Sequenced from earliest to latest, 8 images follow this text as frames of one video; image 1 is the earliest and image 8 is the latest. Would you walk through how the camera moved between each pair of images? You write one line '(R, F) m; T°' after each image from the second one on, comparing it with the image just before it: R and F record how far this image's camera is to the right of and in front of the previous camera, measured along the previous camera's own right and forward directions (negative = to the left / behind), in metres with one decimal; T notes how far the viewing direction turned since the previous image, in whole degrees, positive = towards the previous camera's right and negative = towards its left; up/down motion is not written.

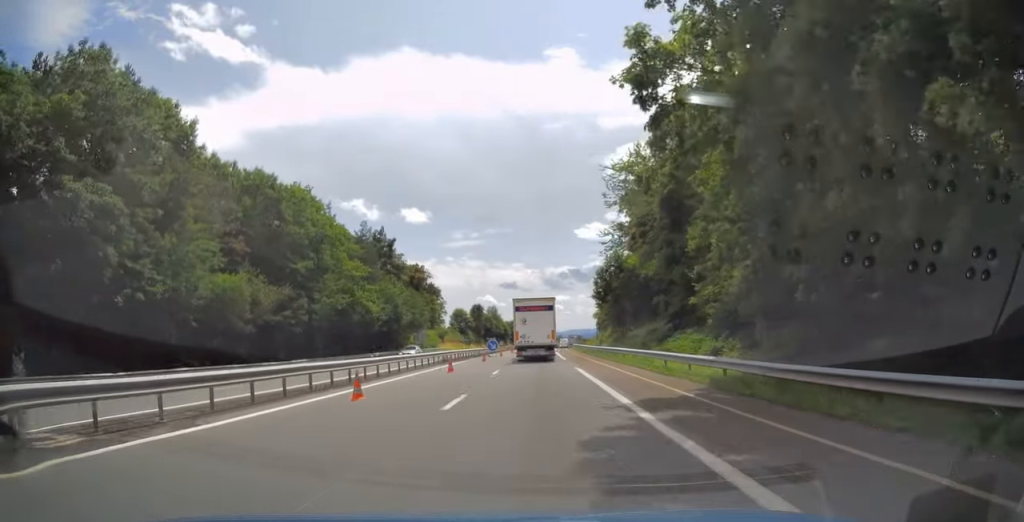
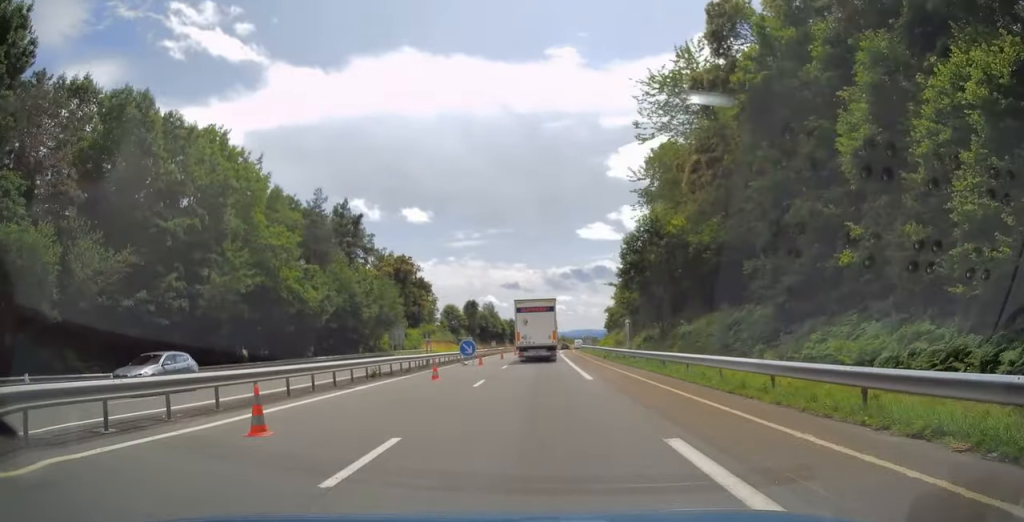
(0.0, +19.5) m; 0°
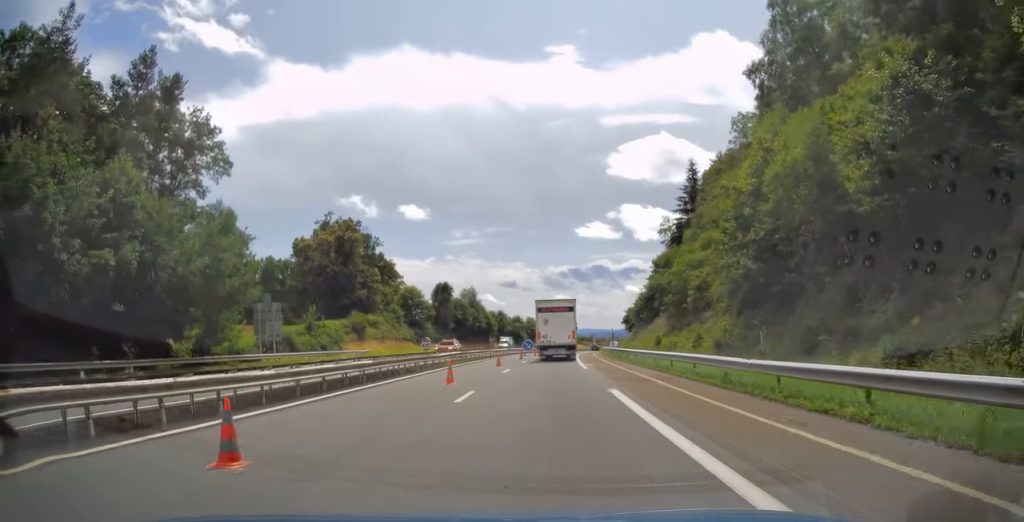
(0.0, +44.1) m; 0°
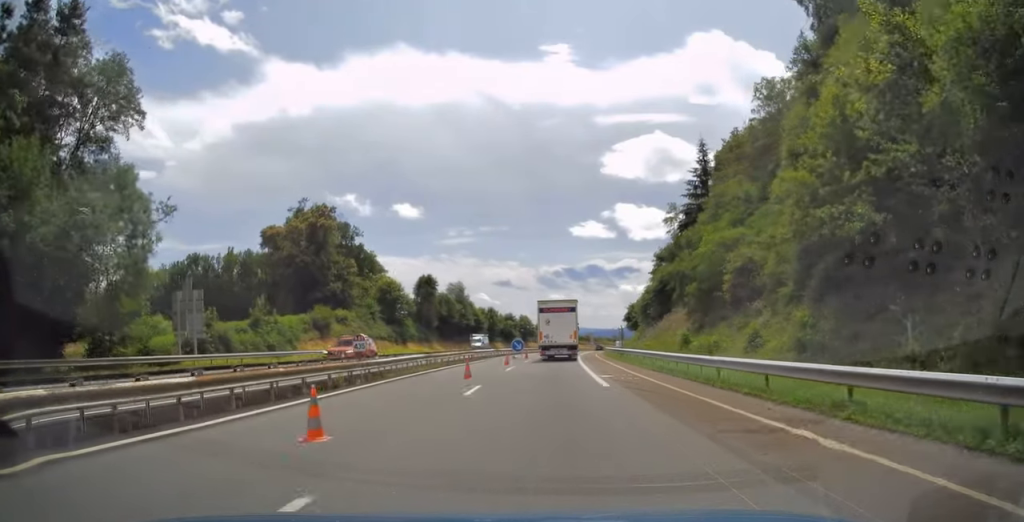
(+0.1, +11.4) m; 0°
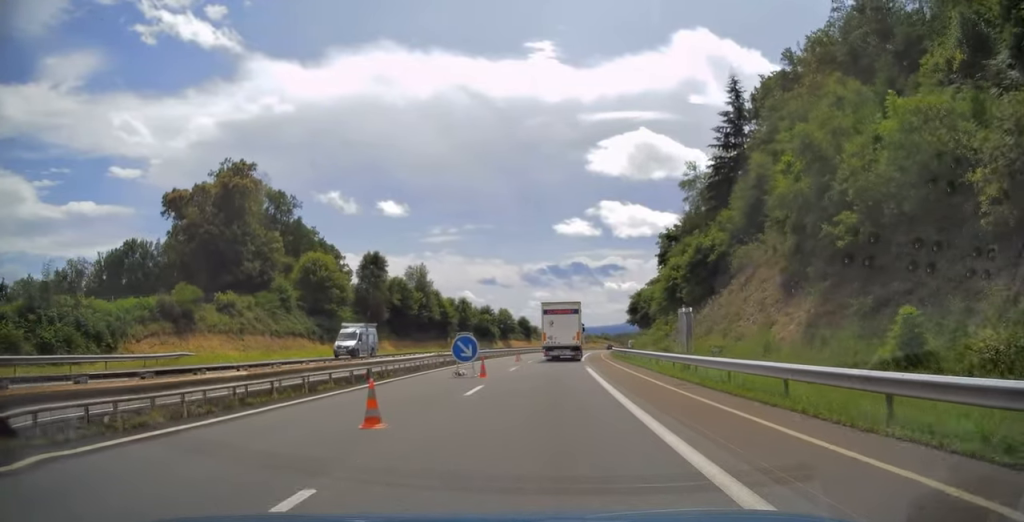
(+0.2, +25.8) m; +1°
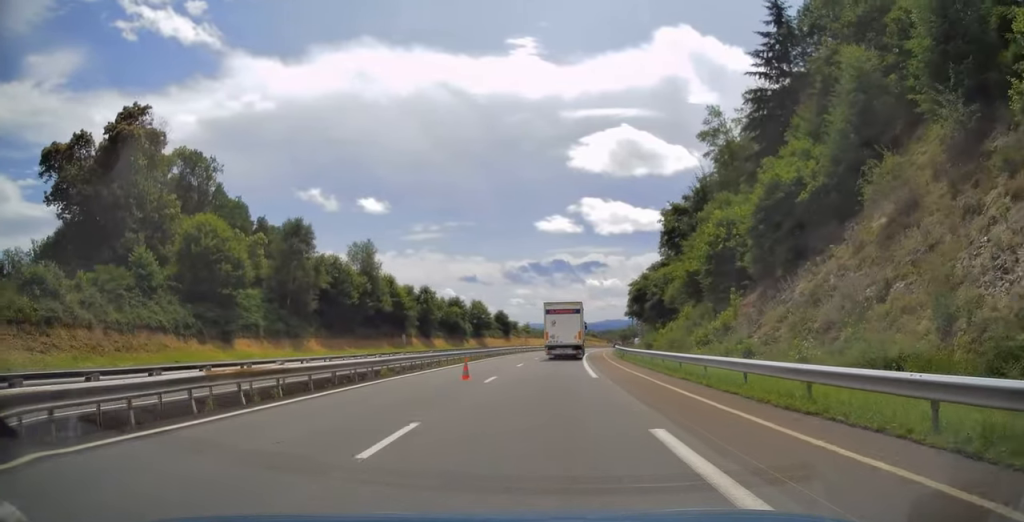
(+0.3, +21.5) m; +2°
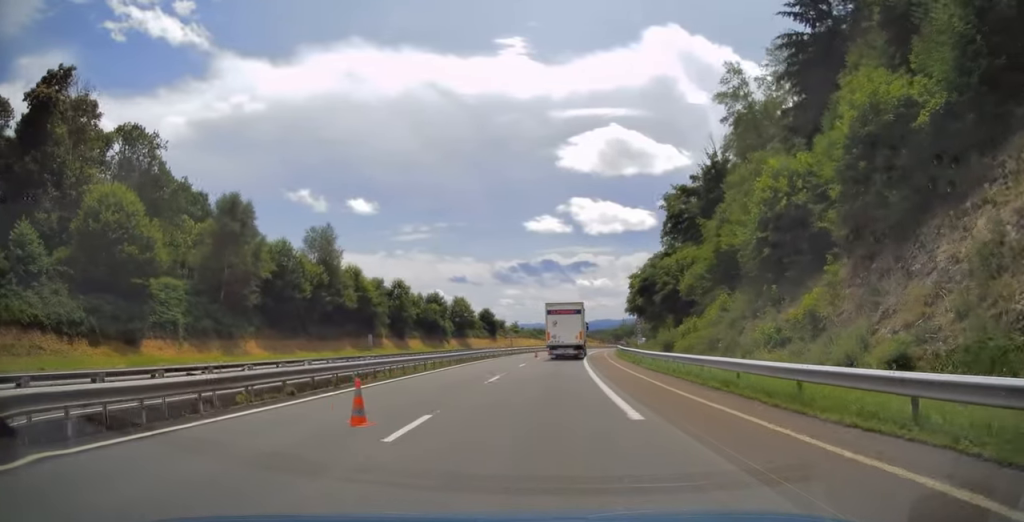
(+0.1, +11.6) m; +1°
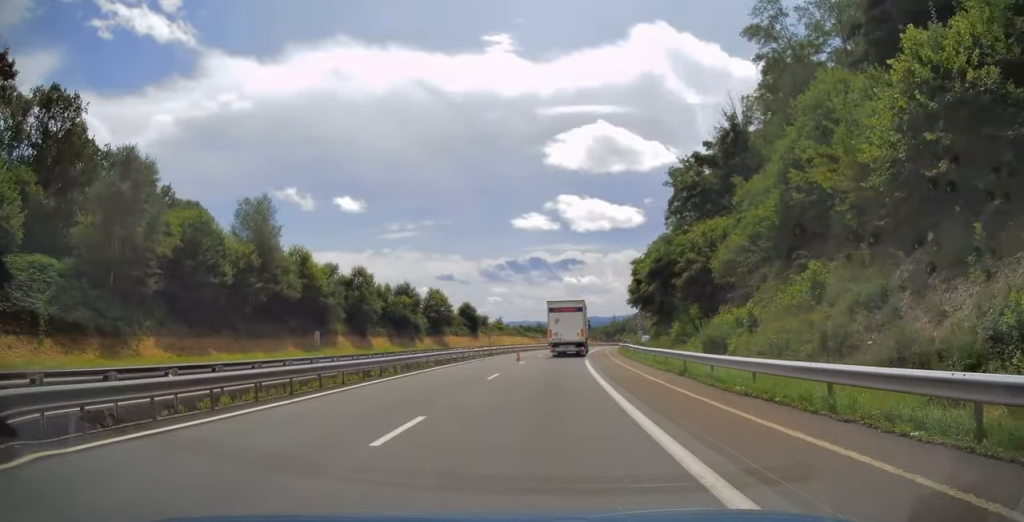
(+0.1, +13.5) m; +1°
